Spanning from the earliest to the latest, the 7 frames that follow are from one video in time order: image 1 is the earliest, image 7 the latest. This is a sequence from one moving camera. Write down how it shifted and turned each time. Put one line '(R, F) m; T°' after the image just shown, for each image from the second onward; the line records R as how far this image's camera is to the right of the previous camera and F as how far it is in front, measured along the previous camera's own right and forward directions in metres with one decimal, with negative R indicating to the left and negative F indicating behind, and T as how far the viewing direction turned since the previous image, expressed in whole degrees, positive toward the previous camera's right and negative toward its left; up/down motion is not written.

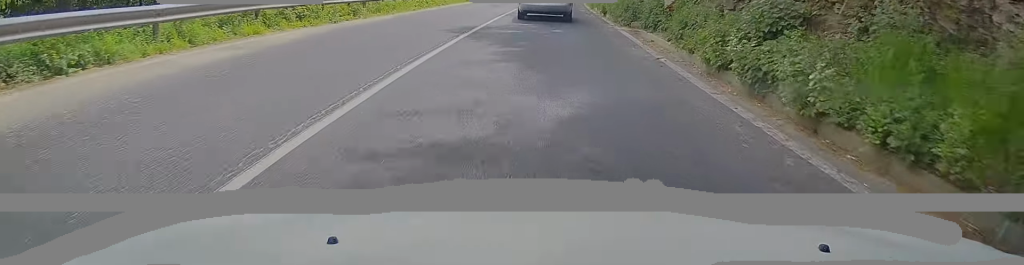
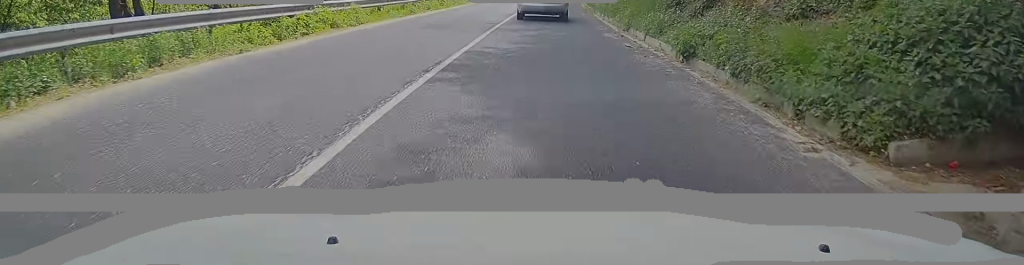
(0.0, +15.0) m; +3°
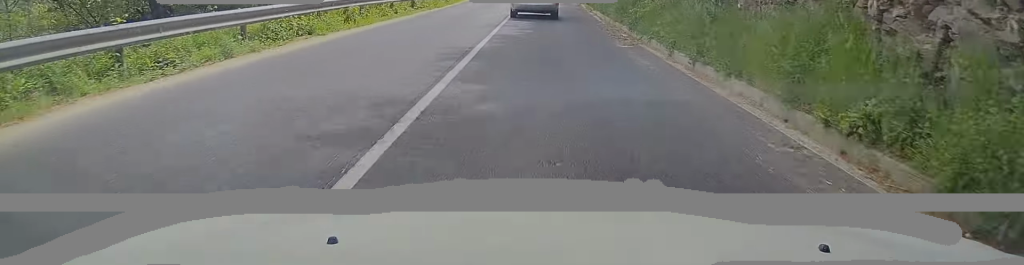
(+0.7, +14.9) m; +3°
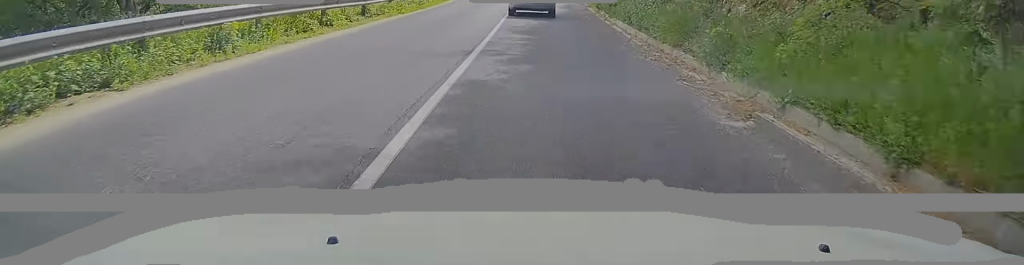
(0.0, +7.7) m; -1°
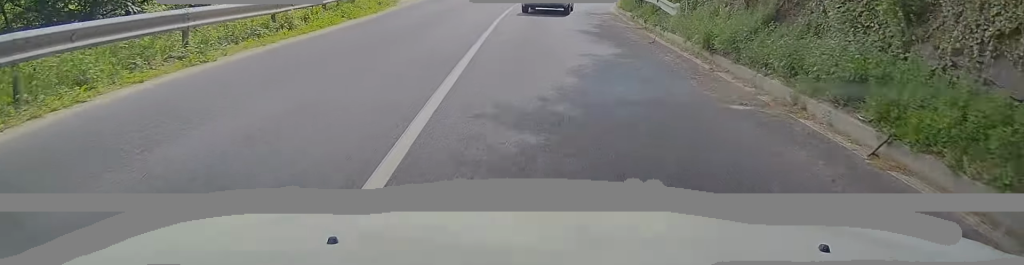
(-0.4, +18.7) m; 0°
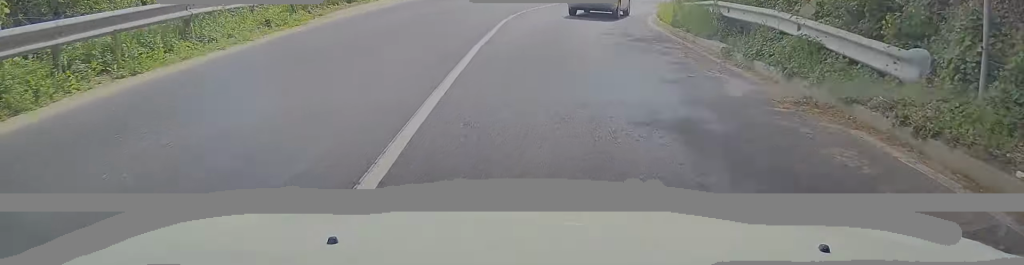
(+0.3, +10.8) m; +5°
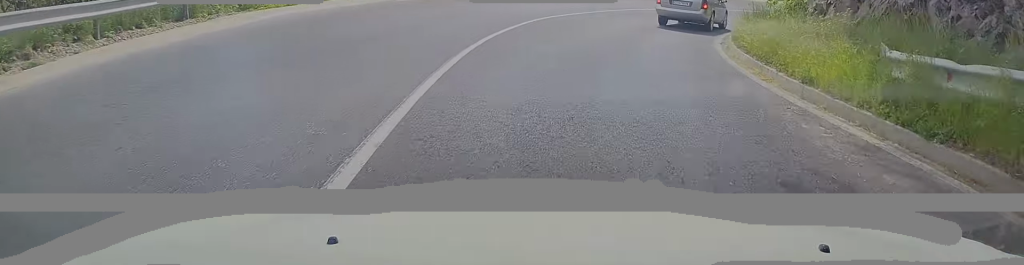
(+0.8, +12.0) m; +5°
